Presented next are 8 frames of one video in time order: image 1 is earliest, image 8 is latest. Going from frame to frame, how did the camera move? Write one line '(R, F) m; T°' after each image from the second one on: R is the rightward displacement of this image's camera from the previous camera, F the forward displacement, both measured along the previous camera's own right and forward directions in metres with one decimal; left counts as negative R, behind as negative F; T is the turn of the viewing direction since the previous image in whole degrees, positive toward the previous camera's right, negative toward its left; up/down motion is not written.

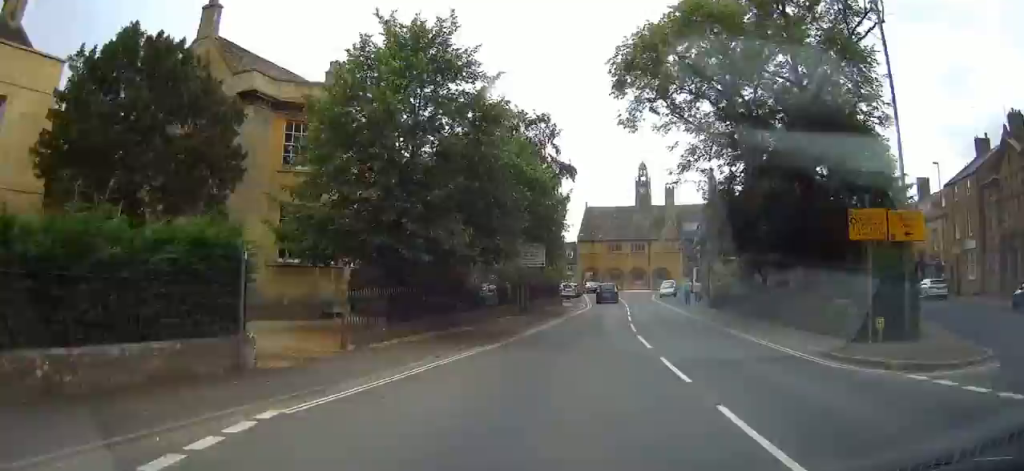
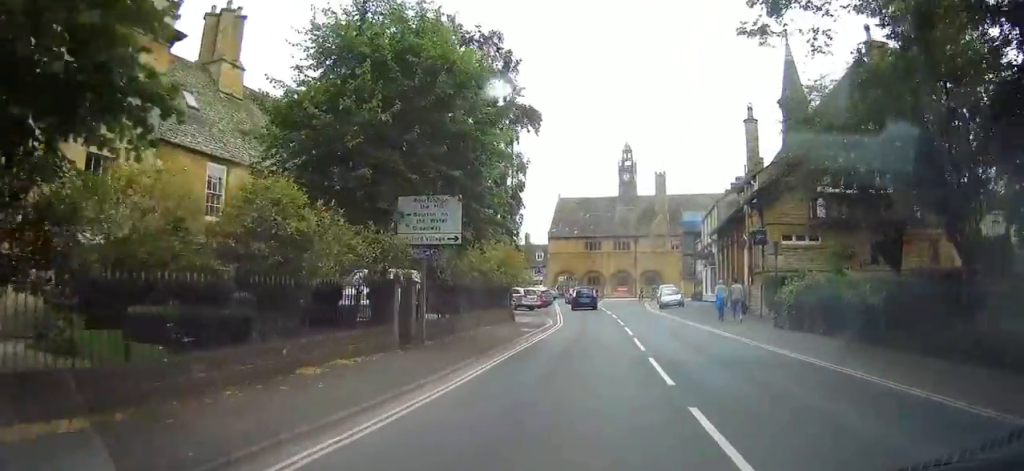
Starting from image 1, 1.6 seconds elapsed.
(+0.2, +19.1) m; +2°
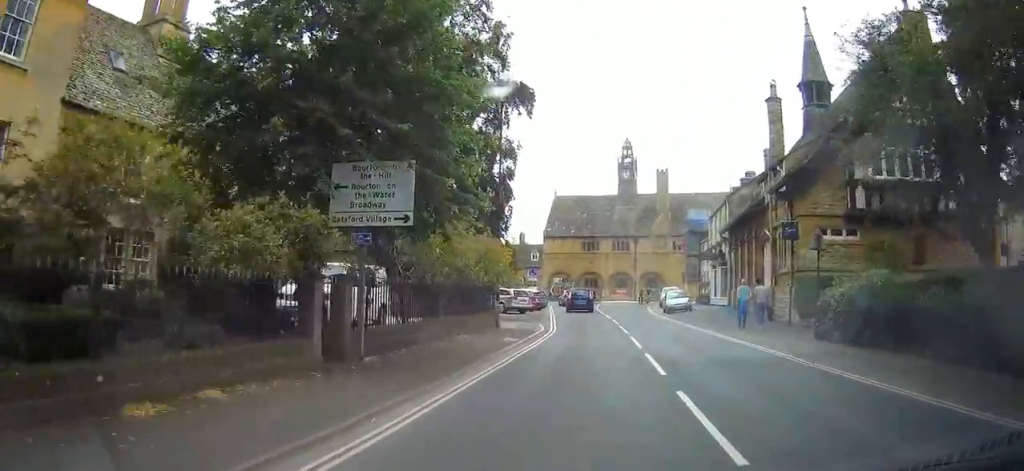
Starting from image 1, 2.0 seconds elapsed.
(+0.1, +4.7) m; +1°
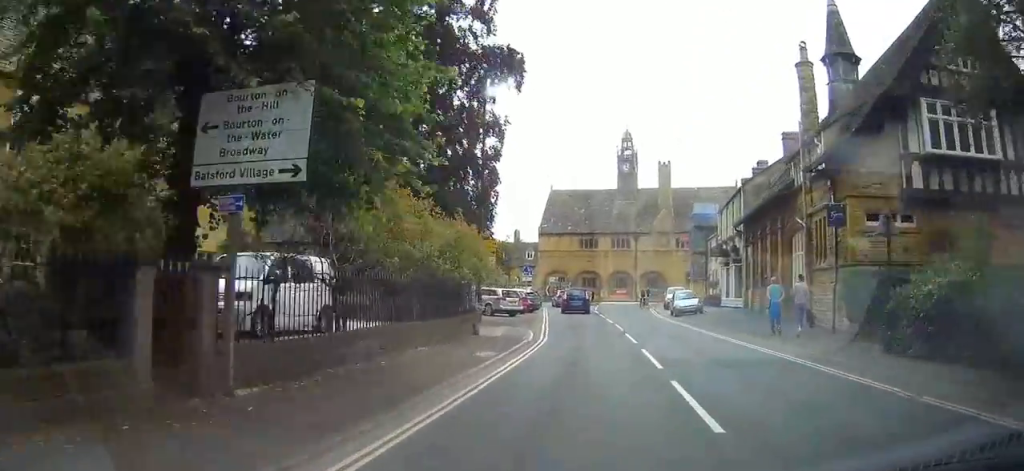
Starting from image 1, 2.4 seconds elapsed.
(0.0, +4.9) m; 0°
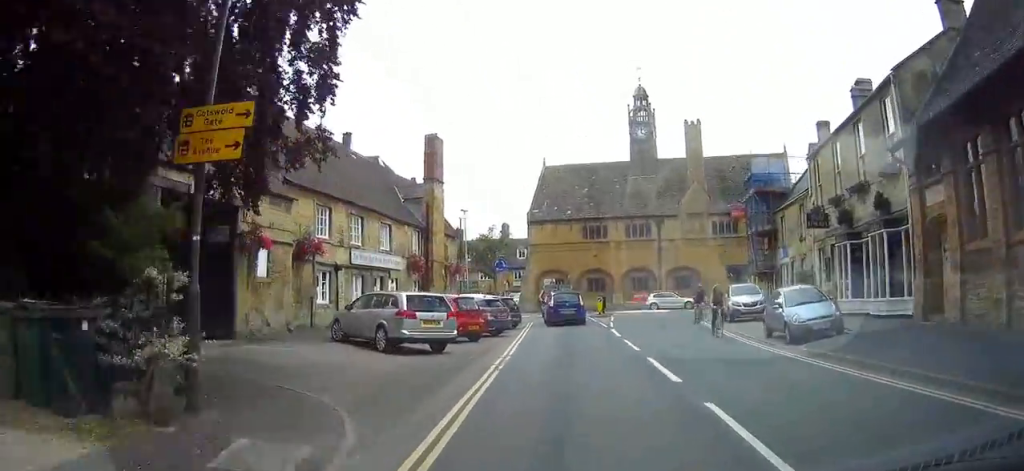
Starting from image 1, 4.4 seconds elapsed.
(0.0, +21.0) m; -1°
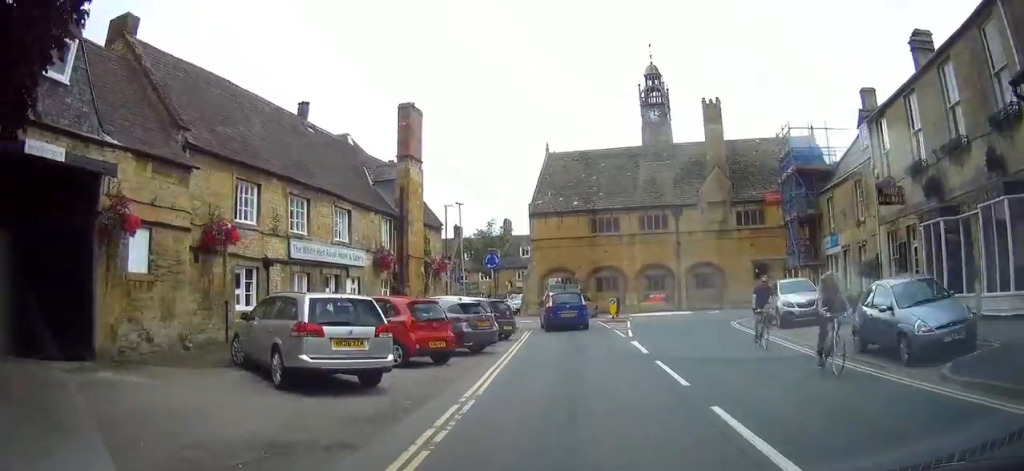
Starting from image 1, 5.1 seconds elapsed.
(-0.1, +6.6) m; -1°
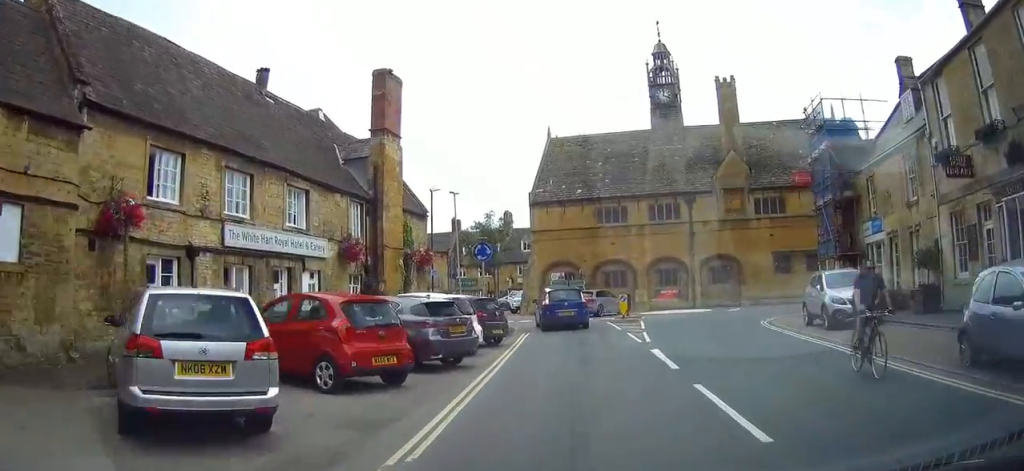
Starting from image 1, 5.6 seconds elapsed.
(0.0, +4.4) m; 0°
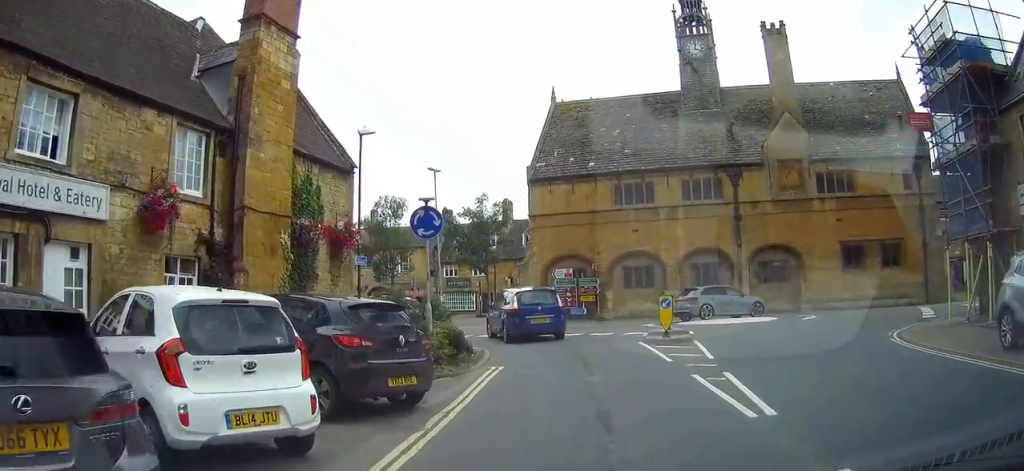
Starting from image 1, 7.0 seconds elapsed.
(-0.1, +11.4) m; -1°
